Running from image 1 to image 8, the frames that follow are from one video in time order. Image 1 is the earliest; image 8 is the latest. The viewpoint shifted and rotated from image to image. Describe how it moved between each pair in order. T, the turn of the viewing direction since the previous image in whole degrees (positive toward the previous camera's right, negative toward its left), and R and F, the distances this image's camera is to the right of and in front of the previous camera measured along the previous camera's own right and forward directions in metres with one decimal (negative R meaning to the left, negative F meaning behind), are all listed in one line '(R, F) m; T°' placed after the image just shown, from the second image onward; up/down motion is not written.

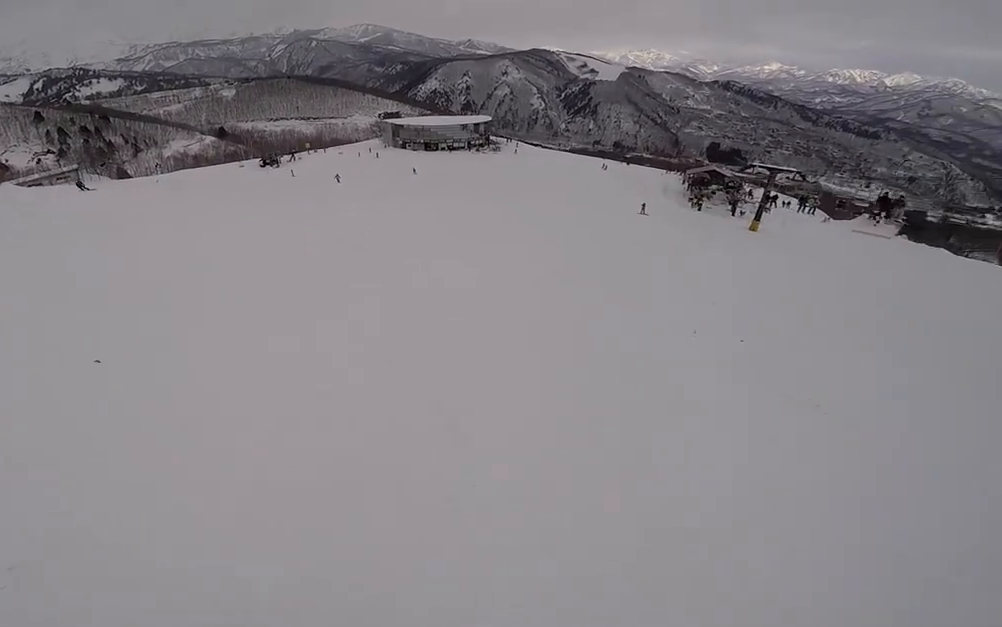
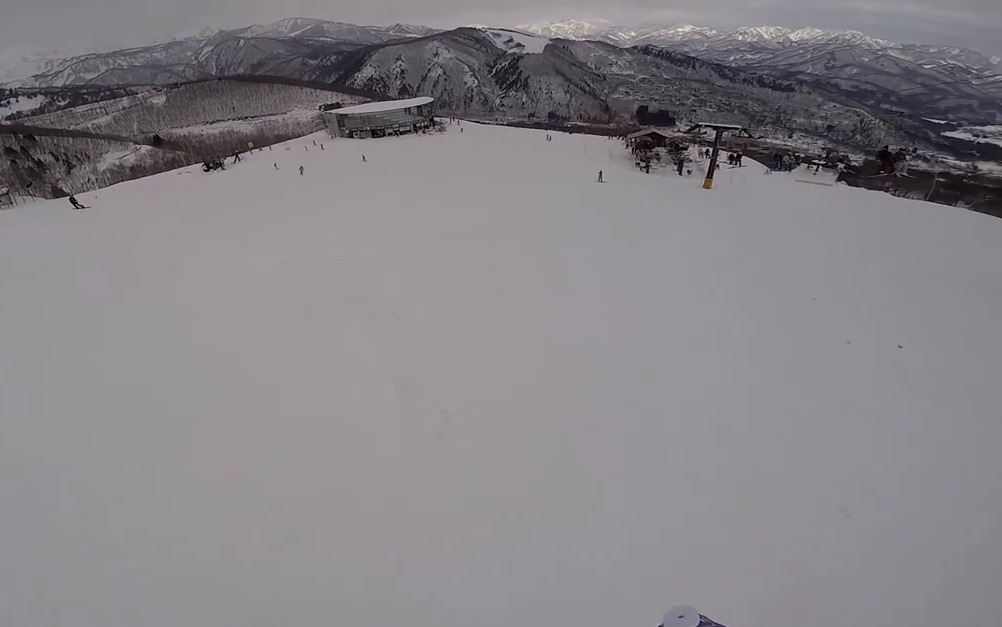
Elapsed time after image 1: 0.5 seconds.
(-0.2, +2.3) m; +5°
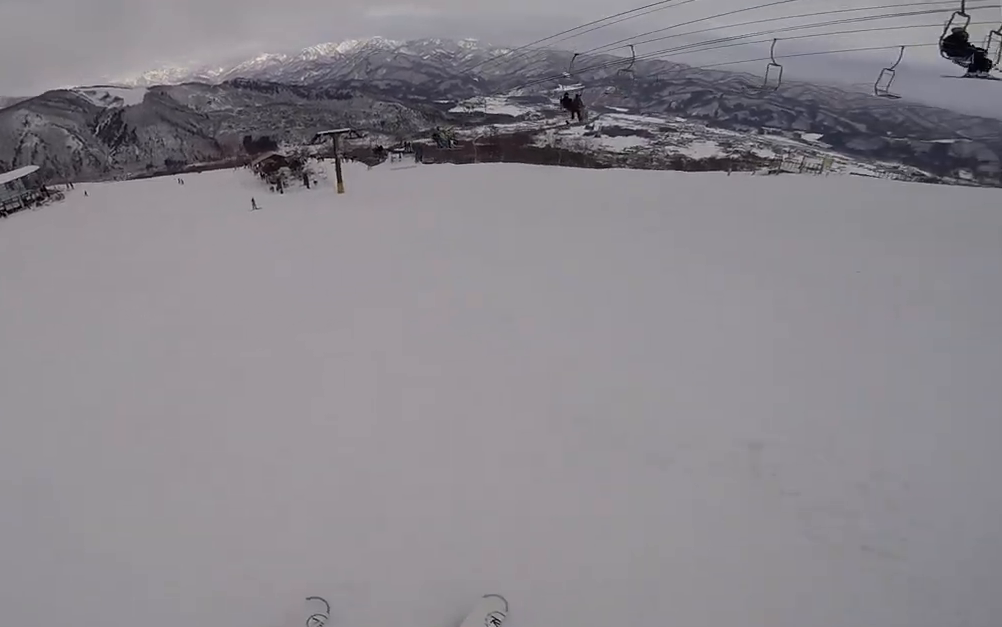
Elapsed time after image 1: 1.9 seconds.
(+1.1, +5.4) m; +43°
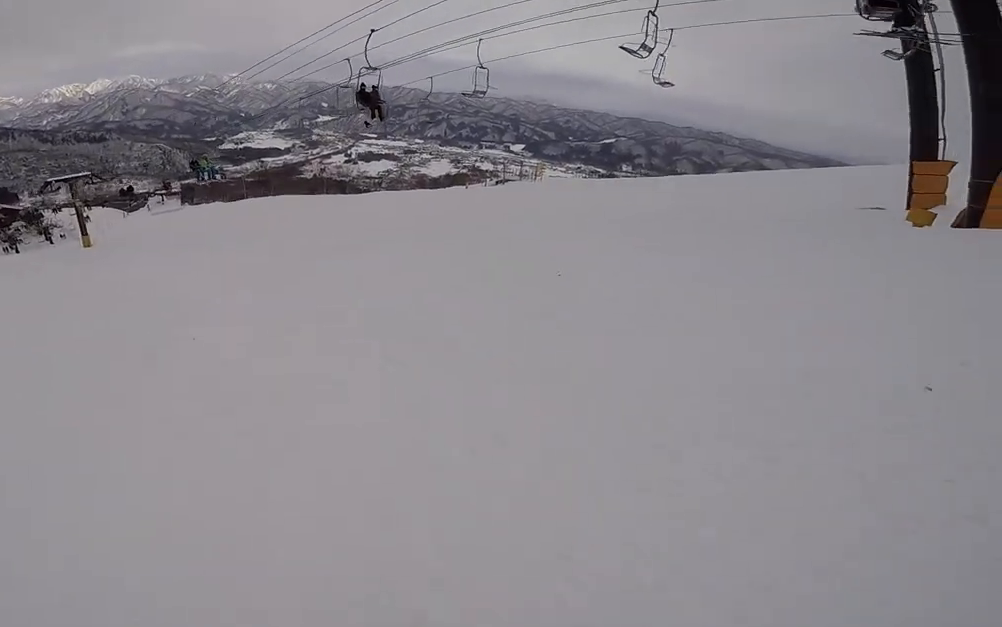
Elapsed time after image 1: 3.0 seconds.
(+1.8, +3.6) m; +32°
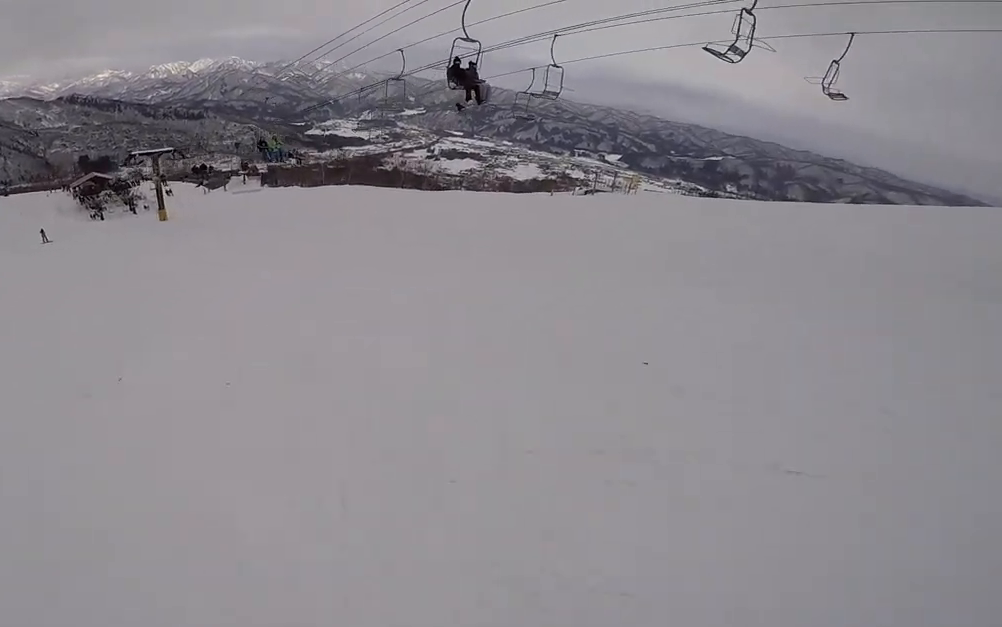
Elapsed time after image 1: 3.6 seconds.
(+0.2, +2.3) m; -1°
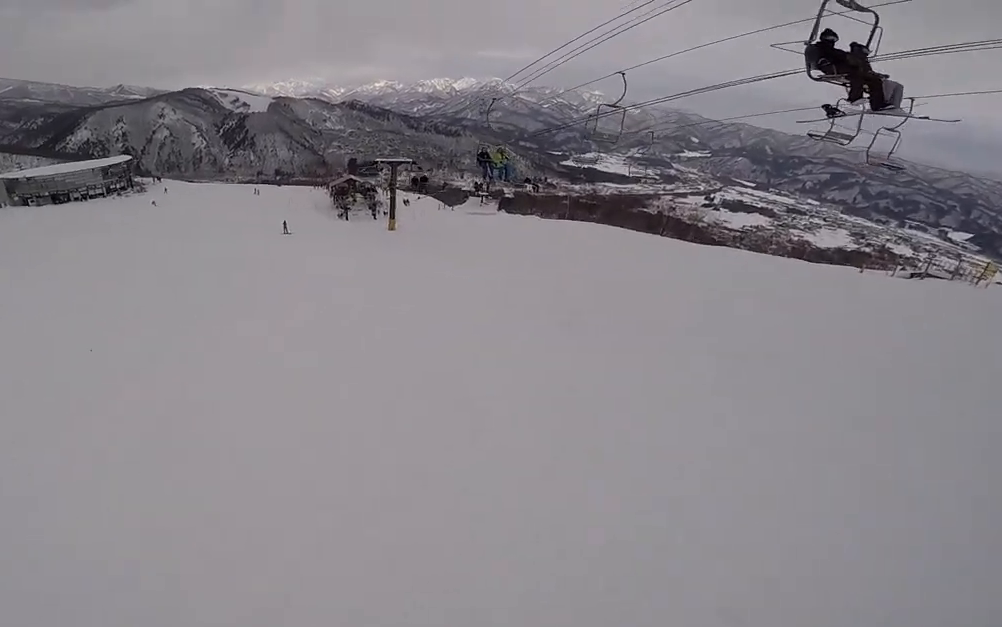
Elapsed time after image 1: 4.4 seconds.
(-0.1, +3.3) m; -17°
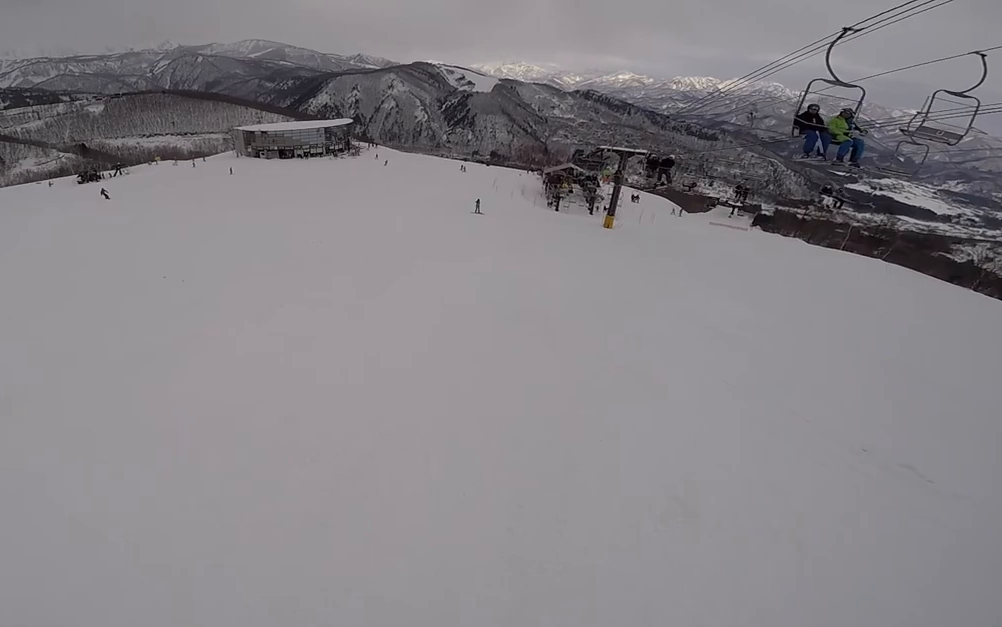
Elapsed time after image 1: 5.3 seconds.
(-0.9, +3.5) m; -26°
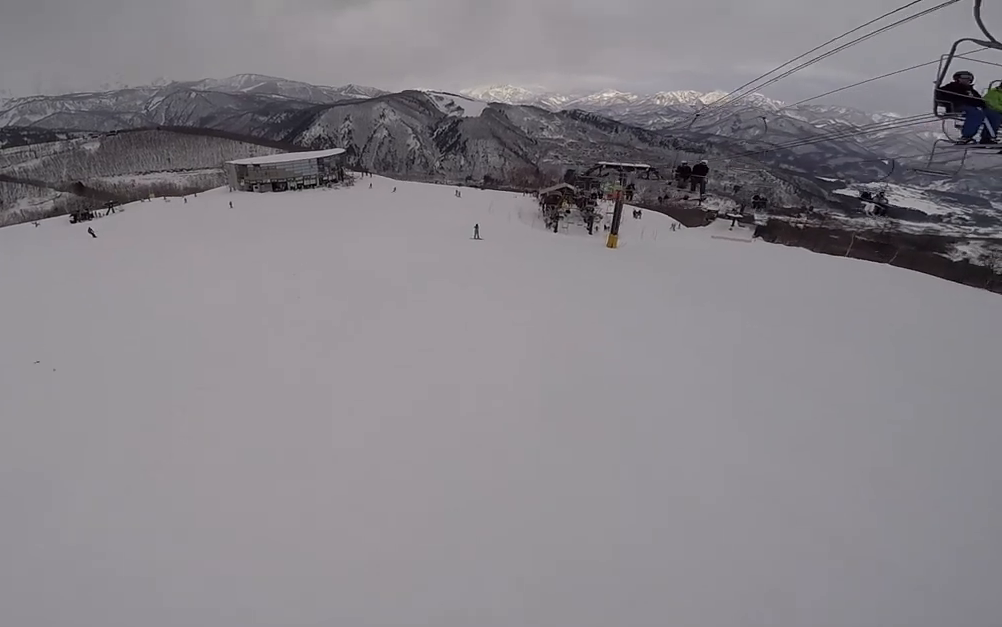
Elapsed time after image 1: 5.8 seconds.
(-0.3, +2.2) m; -13°
